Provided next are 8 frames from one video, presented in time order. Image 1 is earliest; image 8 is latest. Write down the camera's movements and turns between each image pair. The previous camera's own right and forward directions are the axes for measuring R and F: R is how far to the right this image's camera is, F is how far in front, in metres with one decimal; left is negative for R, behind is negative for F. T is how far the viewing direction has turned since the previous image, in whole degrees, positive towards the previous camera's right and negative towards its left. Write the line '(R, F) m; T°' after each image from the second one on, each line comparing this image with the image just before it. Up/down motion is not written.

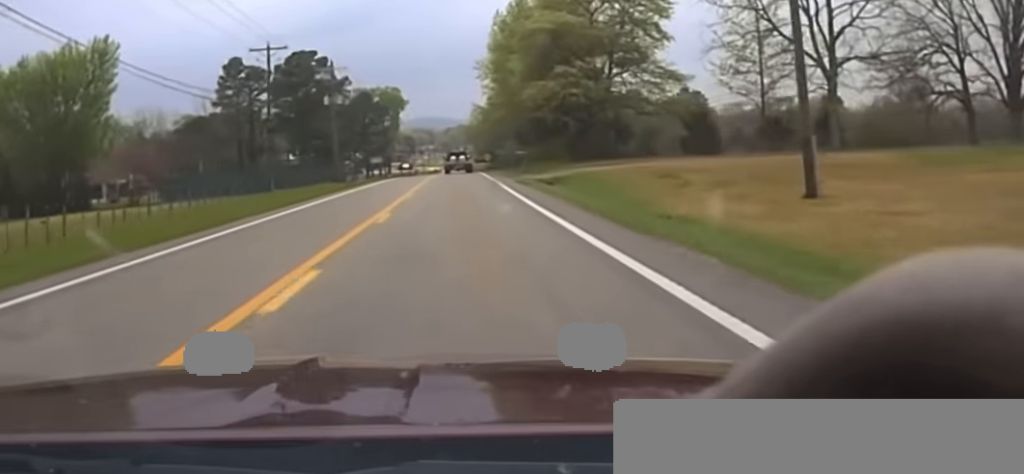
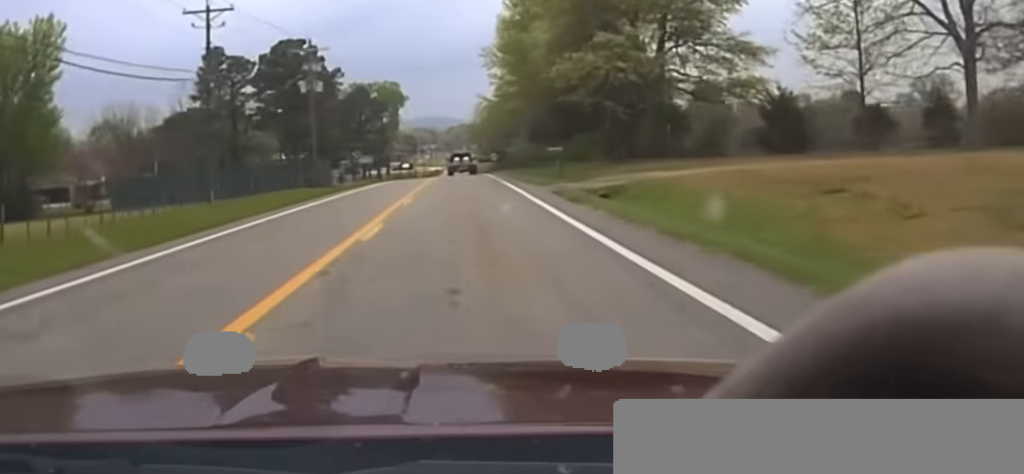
(0.0, +14.2) m; 0°
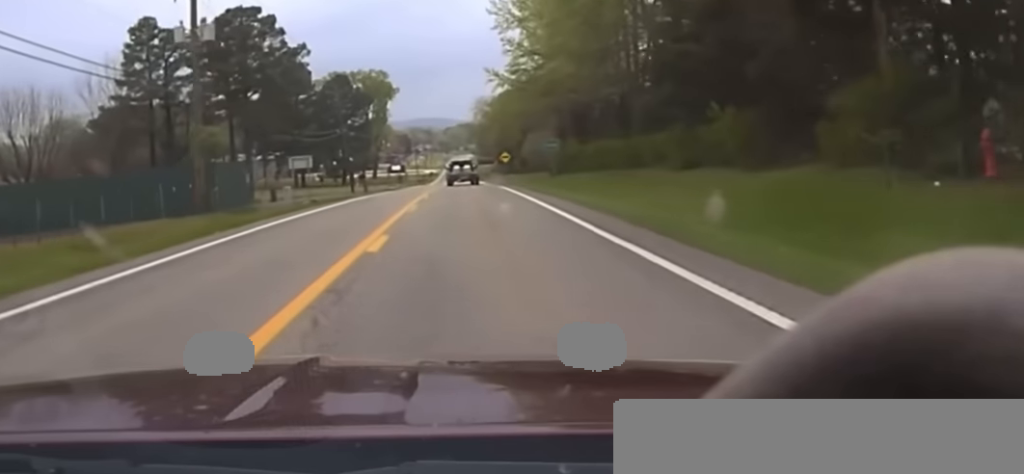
(+0.1, +33.1) m; 0°
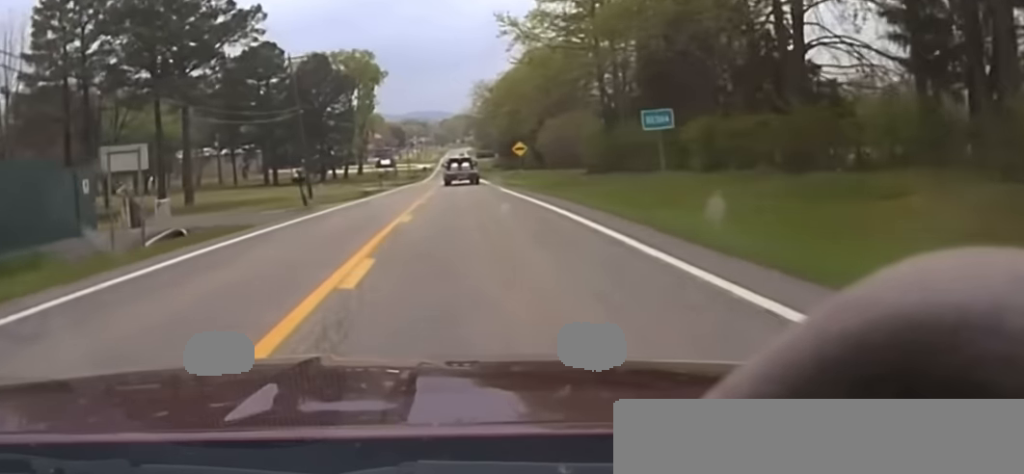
(+0.1, +27.9) m; 0°
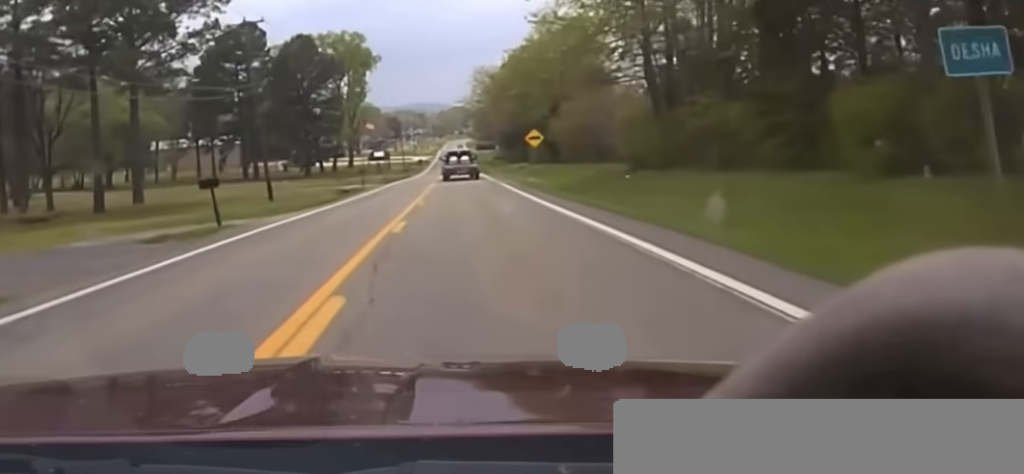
(0.0, +15.3) m; 0°
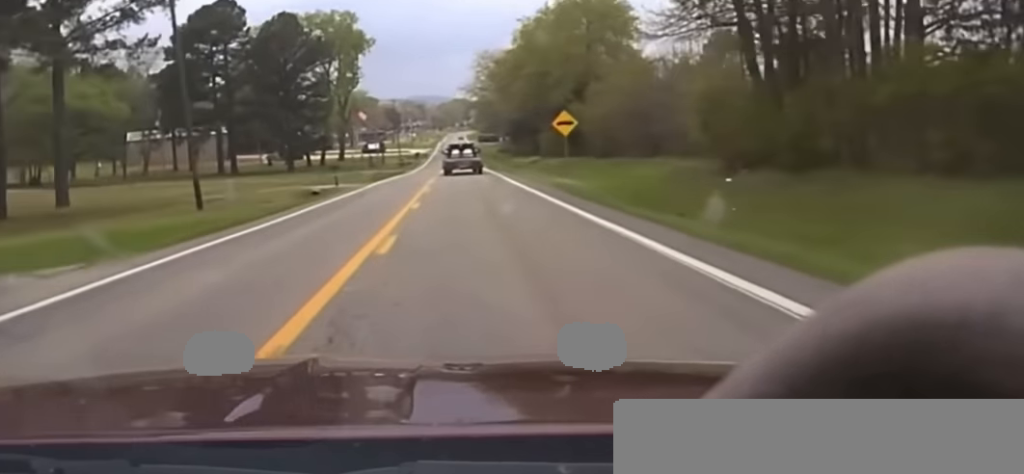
(0.0, +16.5) m; 0°
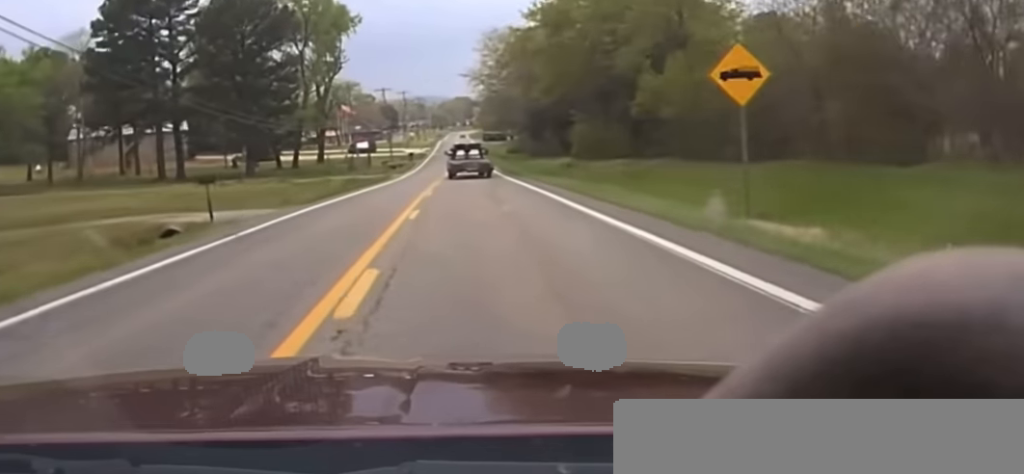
(0.0, +30.0) m; 0°
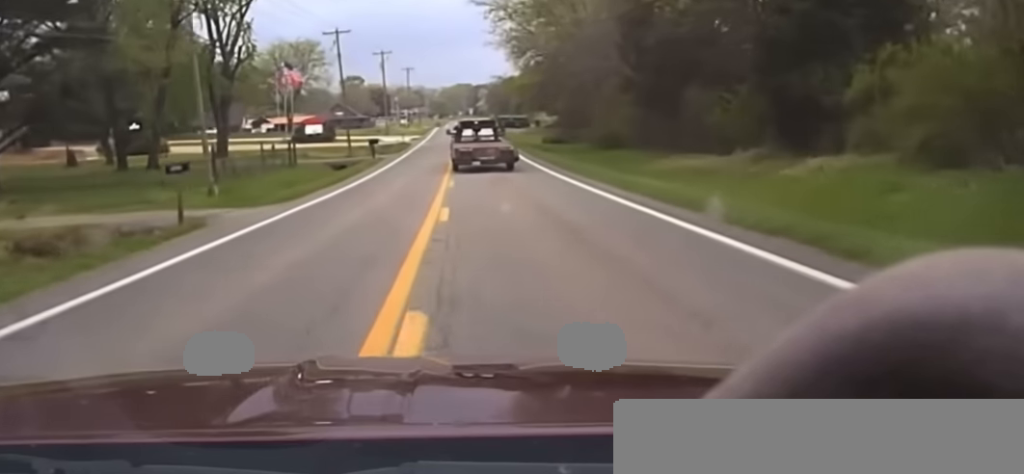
(0.0, +65.6) m; 0°
